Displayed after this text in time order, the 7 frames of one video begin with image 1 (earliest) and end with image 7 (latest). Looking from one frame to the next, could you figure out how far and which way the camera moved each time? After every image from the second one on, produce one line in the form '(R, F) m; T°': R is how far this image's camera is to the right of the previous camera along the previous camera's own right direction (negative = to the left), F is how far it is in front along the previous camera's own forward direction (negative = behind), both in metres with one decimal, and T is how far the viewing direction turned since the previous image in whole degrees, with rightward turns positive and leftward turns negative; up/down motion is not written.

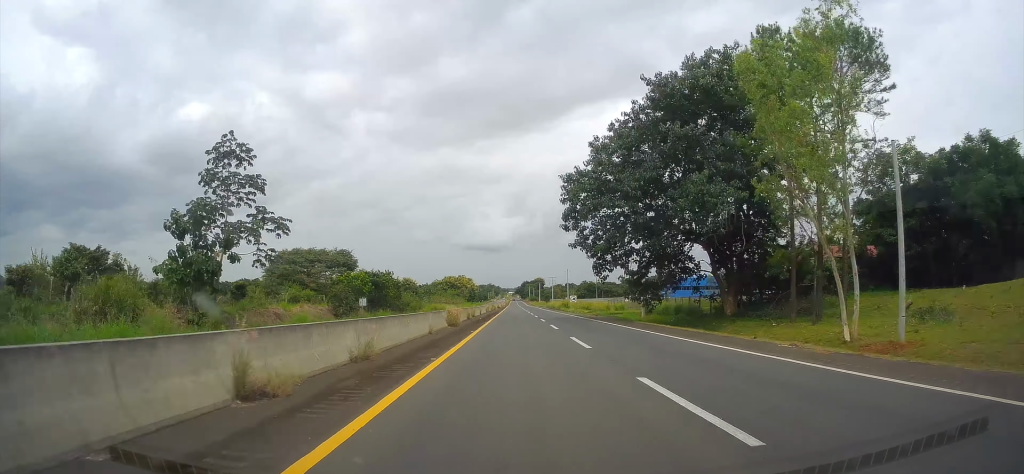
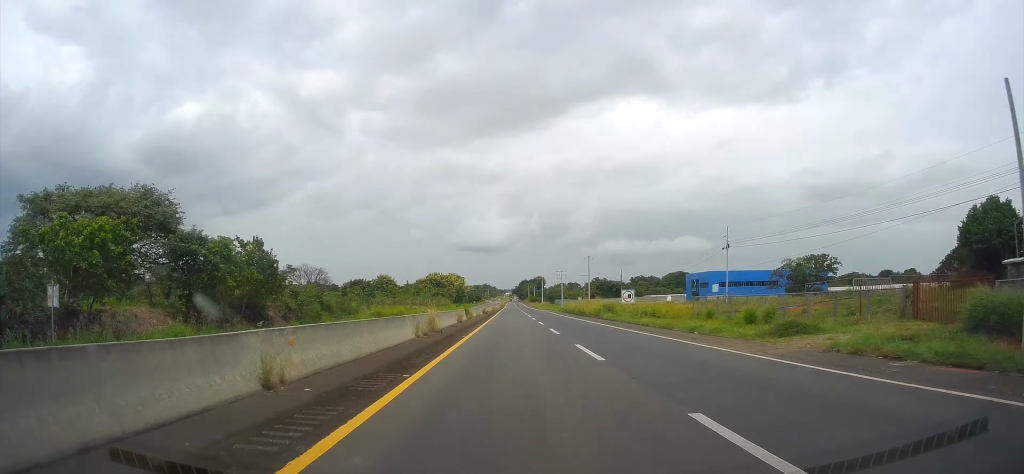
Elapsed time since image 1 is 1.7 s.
(0.0, +50.0) m; 0°
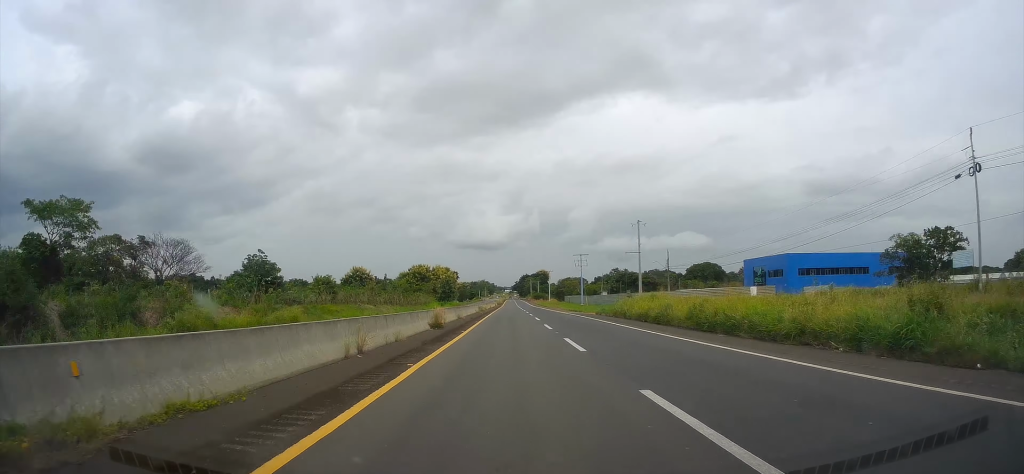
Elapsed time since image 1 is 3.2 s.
(0.0, +45.3) m; 0°
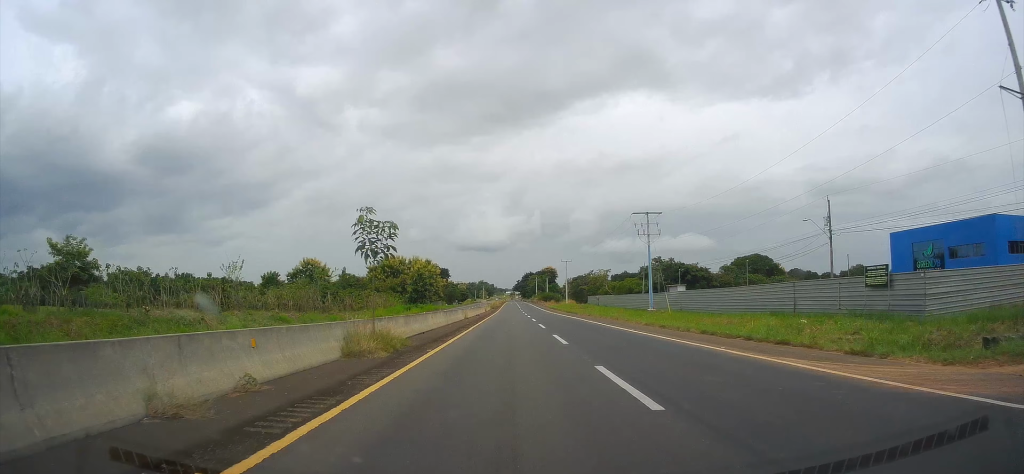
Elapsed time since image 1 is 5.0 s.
(+0.3, +55.5) m; 0°
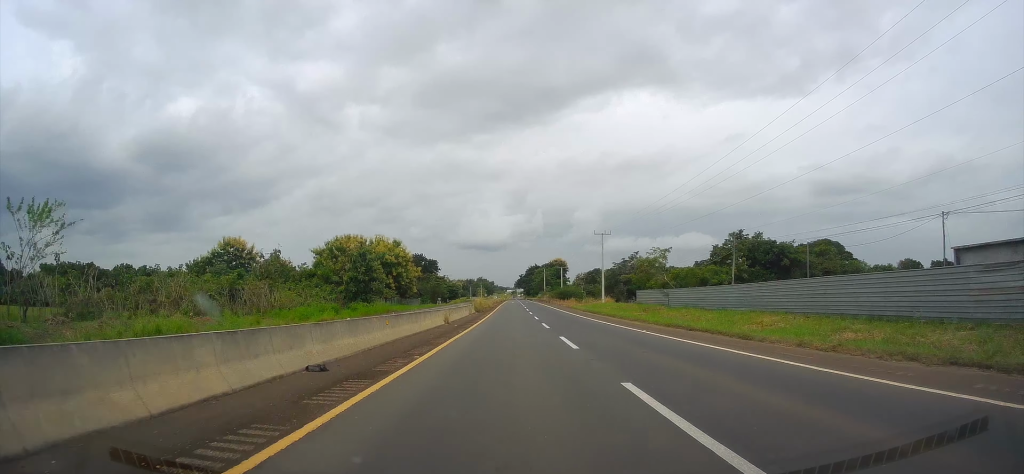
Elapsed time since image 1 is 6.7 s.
(+0.1, +50.8) m; 0°
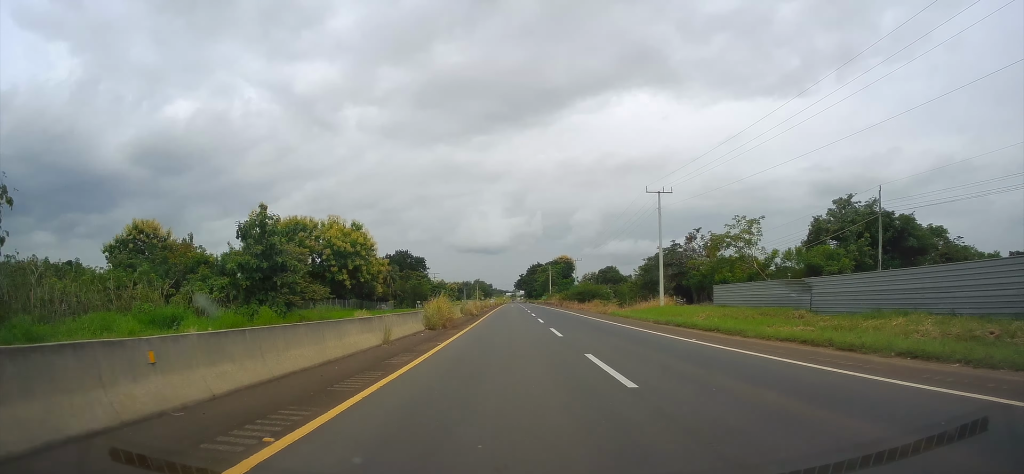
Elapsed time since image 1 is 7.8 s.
(0.0, +33.1) m; 0°
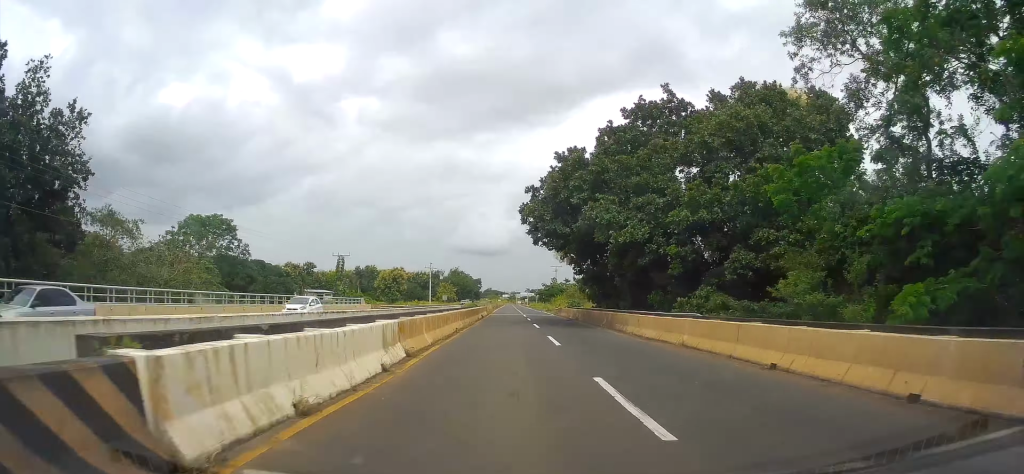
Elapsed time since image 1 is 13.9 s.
(-0.2, +190.4) m; +1°
